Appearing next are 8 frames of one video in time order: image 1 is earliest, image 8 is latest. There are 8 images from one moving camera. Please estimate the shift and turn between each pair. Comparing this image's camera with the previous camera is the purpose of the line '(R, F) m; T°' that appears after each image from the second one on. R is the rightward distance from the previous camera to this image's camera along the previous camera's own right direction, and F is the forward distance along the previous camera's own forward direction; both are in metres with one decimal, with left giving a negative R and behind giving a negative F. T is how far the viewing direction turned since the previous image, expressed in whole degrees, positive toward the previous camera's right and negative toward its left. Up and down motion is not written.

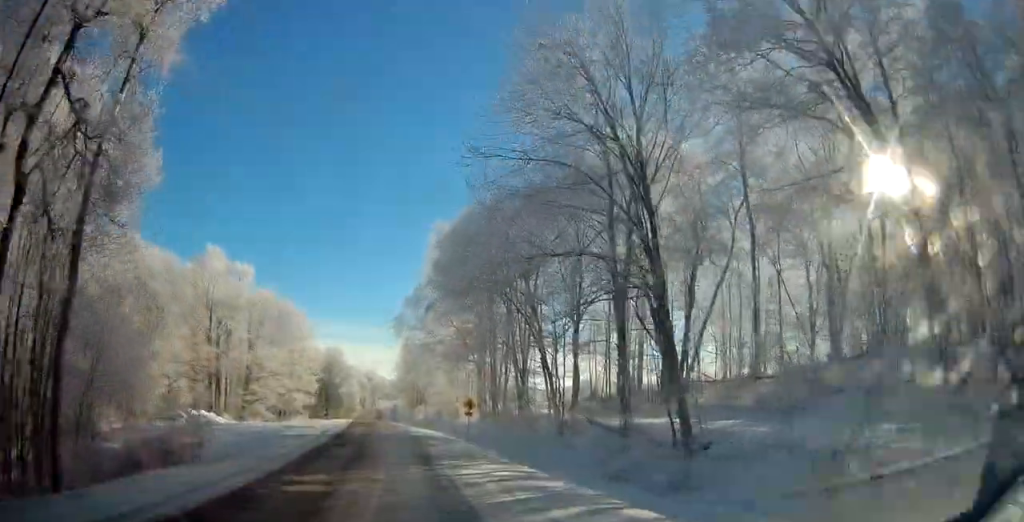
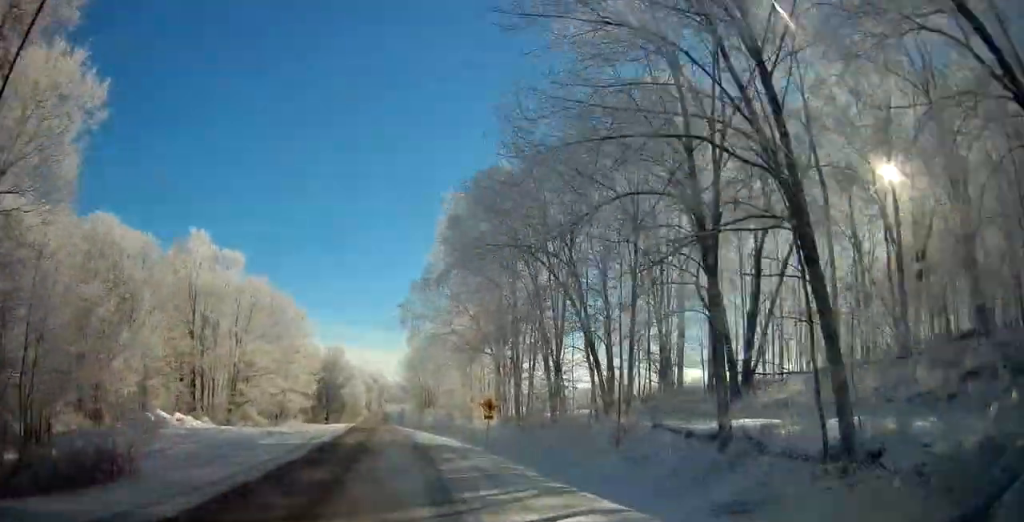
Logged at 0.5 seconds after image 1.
(+0.2, +7.3) m; 0°
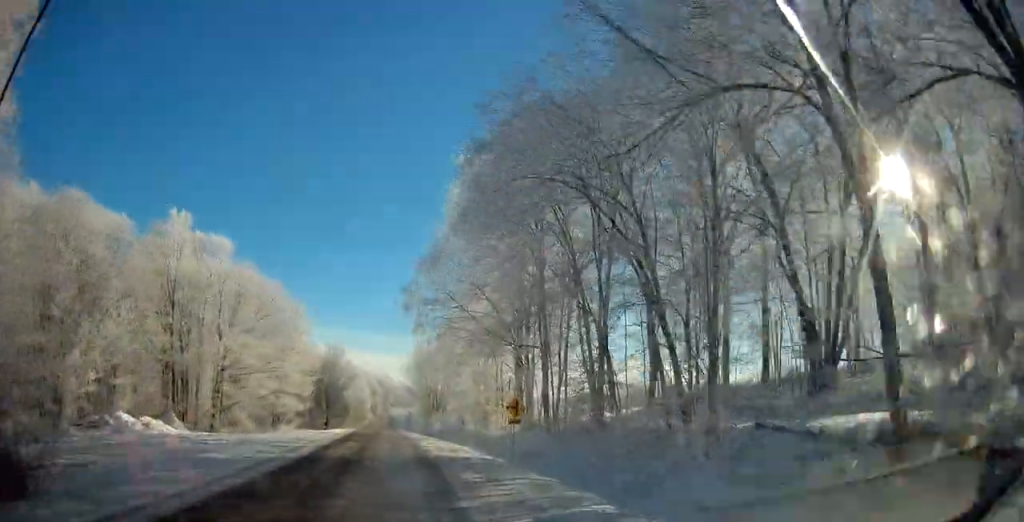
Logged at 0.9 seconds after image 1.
(0.0, +6.8) m; -1°
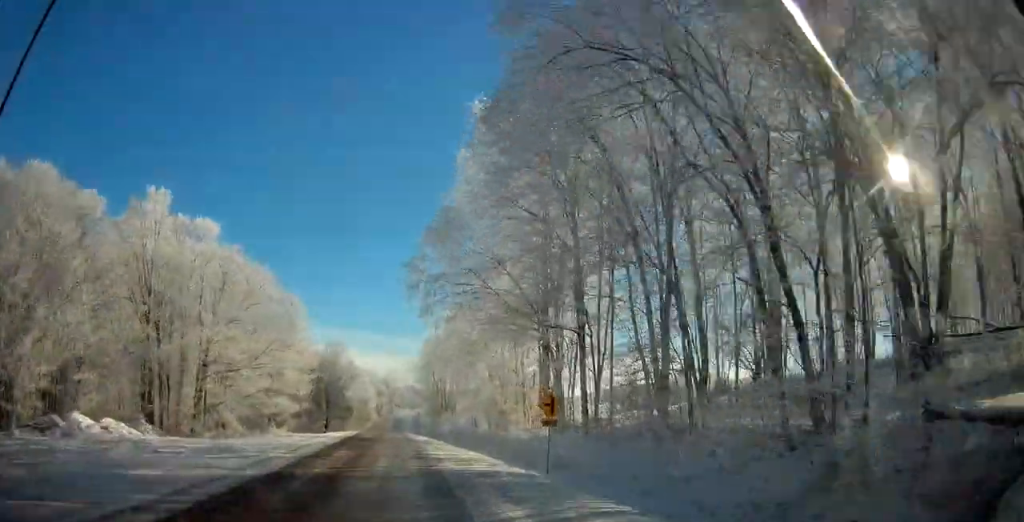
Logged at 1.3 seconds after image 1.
(-0.1, +6.3) m; -1°
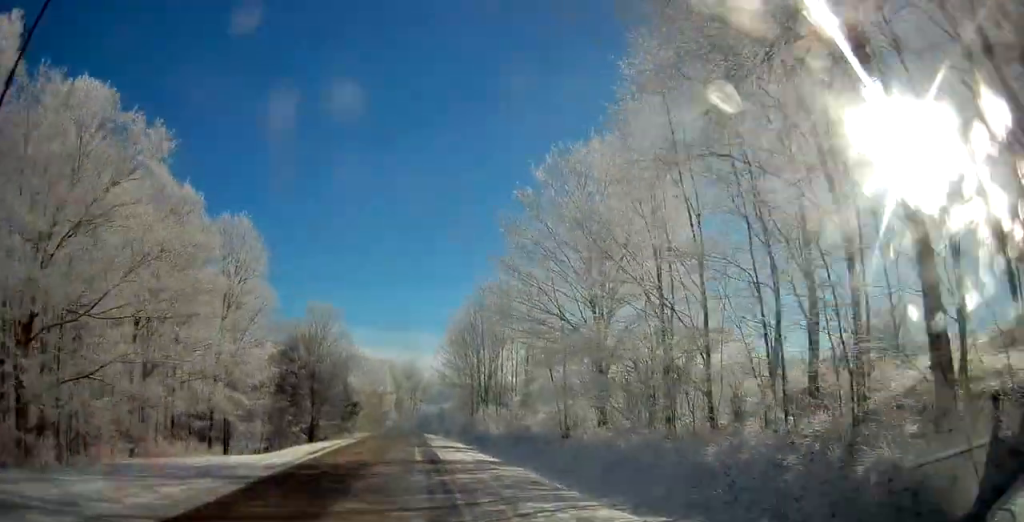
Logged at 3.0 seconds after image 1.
(-1.1, +27.0) m; -3°
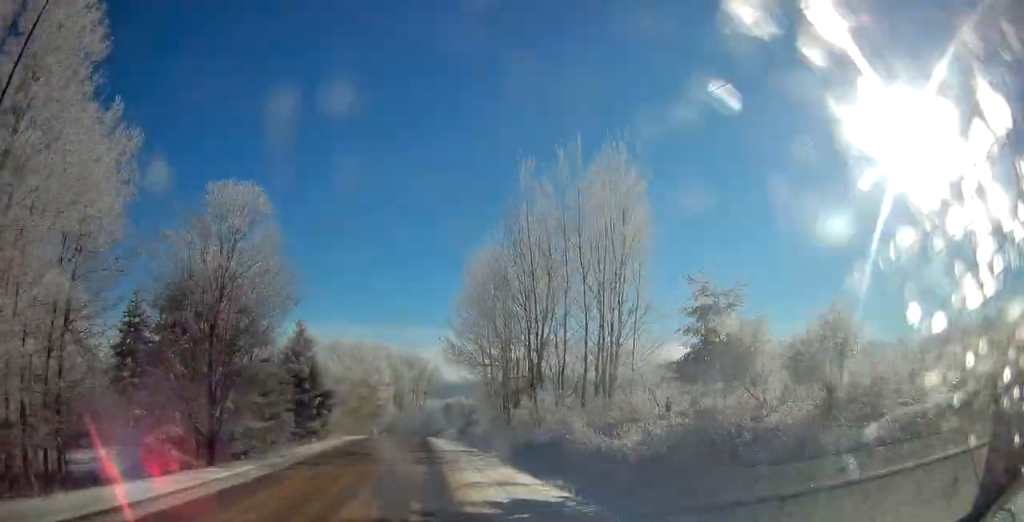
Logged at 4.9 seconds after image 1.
(+0.2, +27.7) m; 0°
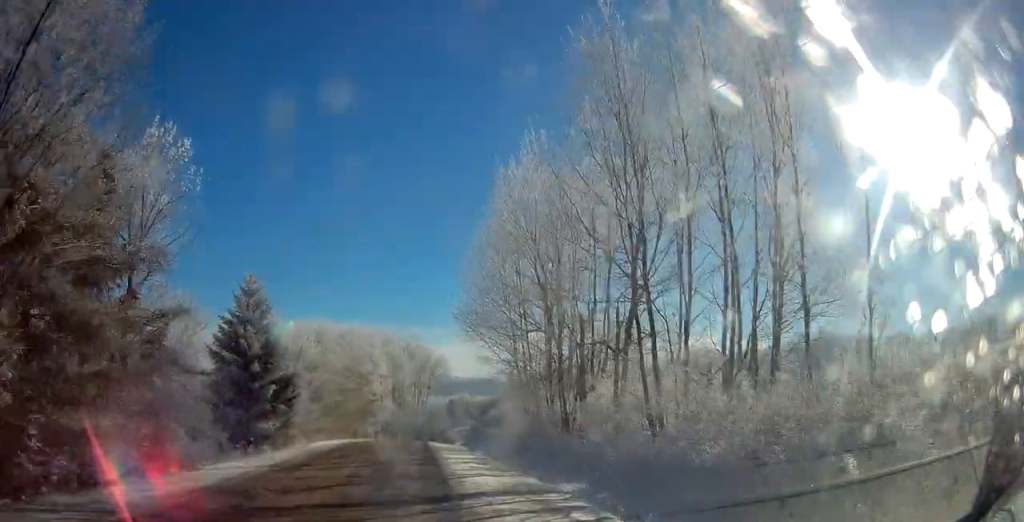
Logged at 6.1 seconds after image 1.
(-0.3, +17.6) m; -2°
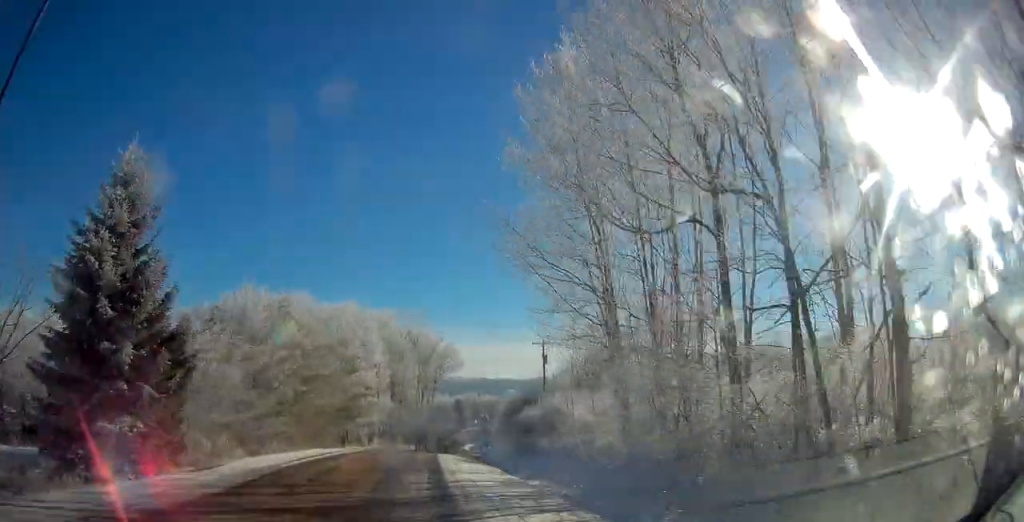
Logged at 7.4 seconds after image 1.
(-0.3, +19.3) m; 0°
